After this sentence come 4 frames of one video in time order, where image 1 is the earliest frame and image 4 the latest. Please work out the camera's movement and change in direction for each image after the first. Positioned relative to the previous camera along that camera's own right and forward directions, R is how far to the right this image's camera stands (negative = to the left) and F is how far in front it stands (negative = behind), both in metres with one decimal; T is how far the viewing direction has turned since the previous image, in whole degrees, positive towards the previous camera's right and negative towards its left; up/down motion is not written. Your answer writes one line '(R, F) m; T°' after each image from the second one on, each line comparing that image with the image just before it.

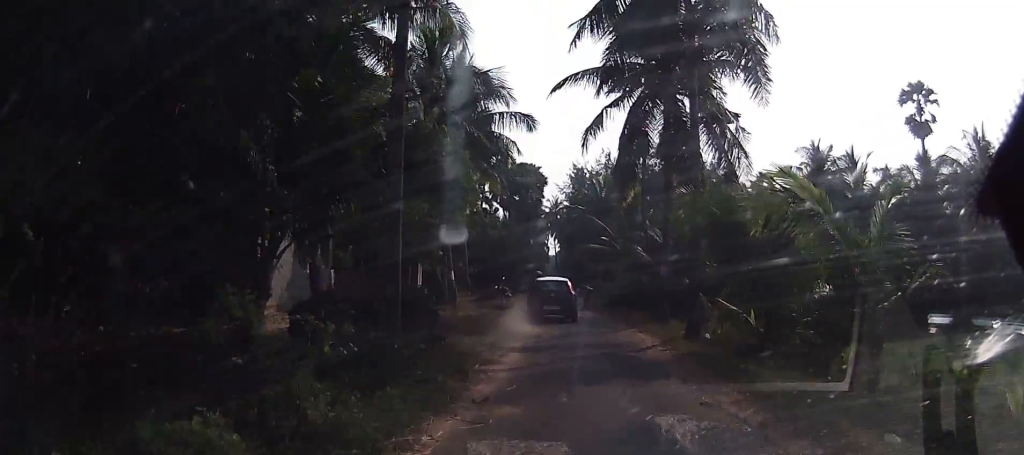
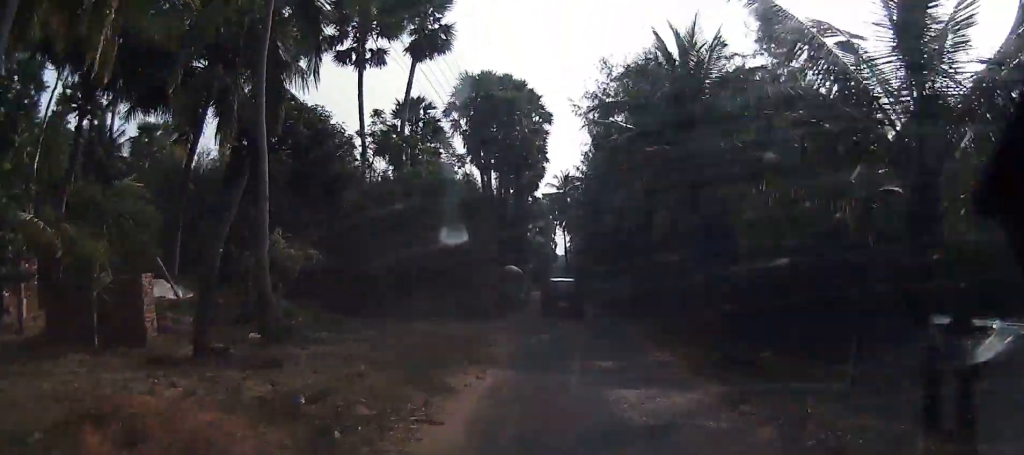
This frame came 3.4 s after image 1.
(-0.1, +34.7) m; -2°
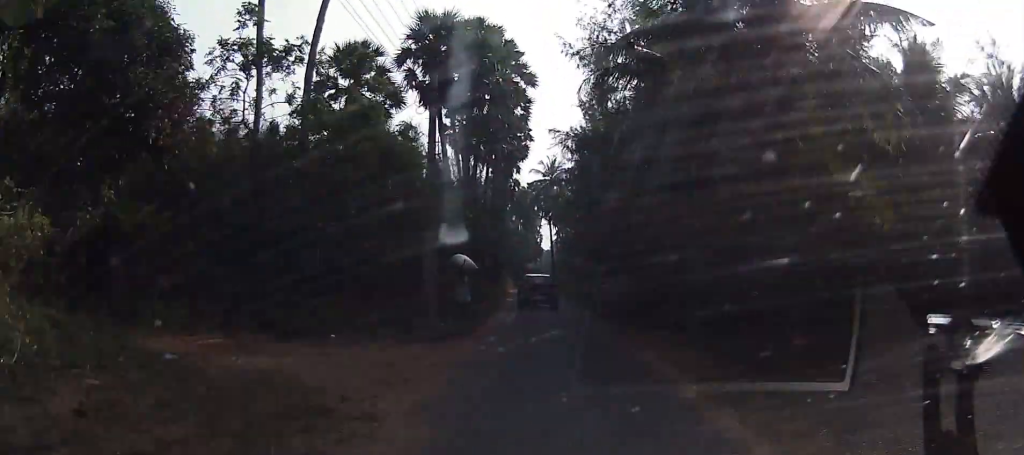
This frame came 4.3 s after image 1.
(-0.7, +9.3) m; -2°
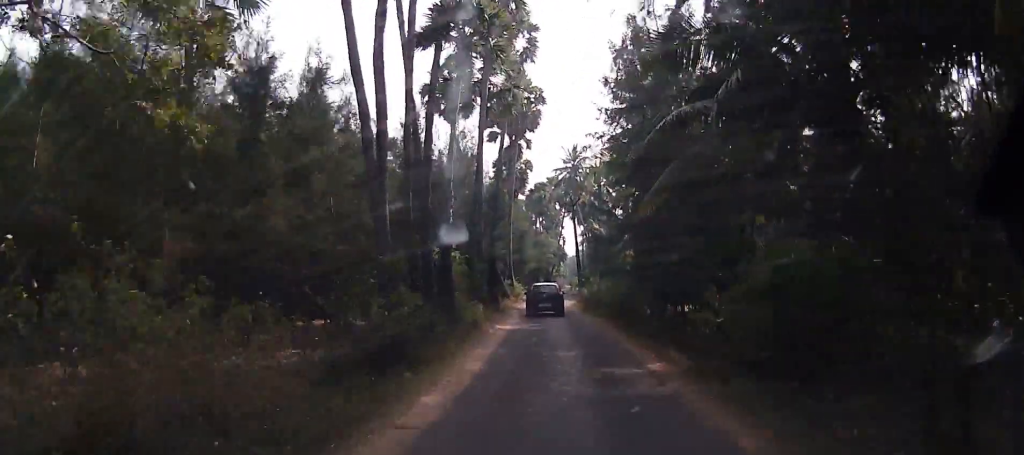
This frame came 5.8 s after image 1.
(+0.6, +15.6) m; 0°
